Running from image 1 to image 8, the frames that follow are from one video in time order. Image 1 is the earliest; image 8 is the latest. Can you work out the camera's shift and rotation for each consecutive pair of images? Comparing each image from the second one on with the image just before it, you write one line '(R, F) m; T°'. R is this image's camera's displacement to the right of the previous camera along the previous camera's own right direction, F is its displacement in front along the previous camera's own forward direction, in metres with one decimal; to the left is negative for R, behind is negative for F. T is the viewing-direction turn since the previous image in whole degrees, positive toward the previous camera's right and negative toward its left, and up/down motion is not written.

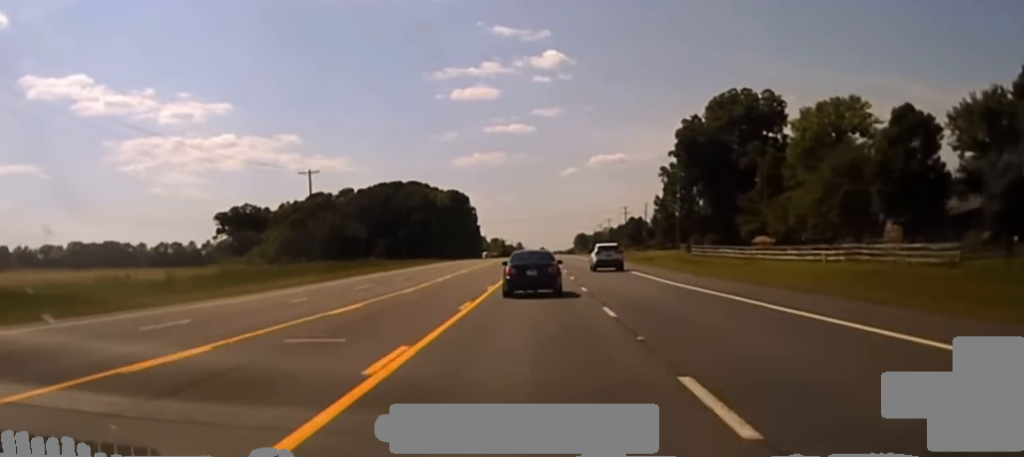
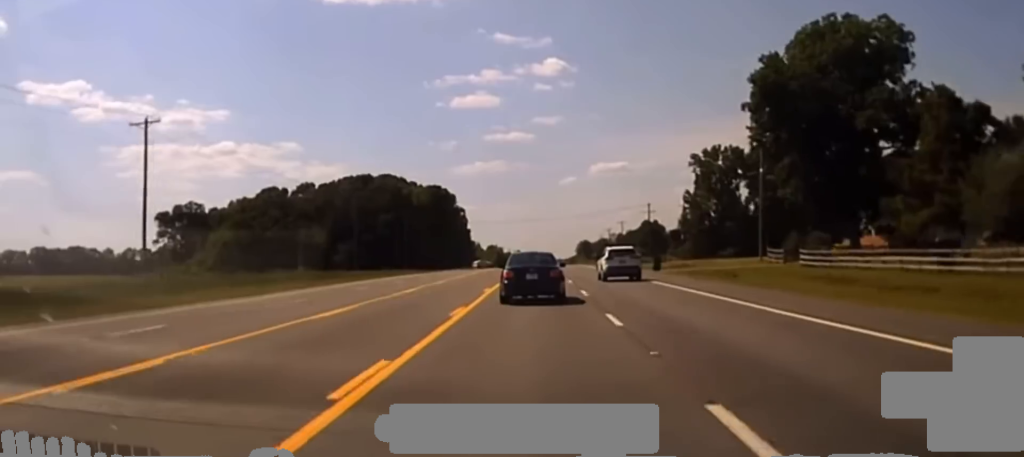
(-0.3, +50.8) m; -1°
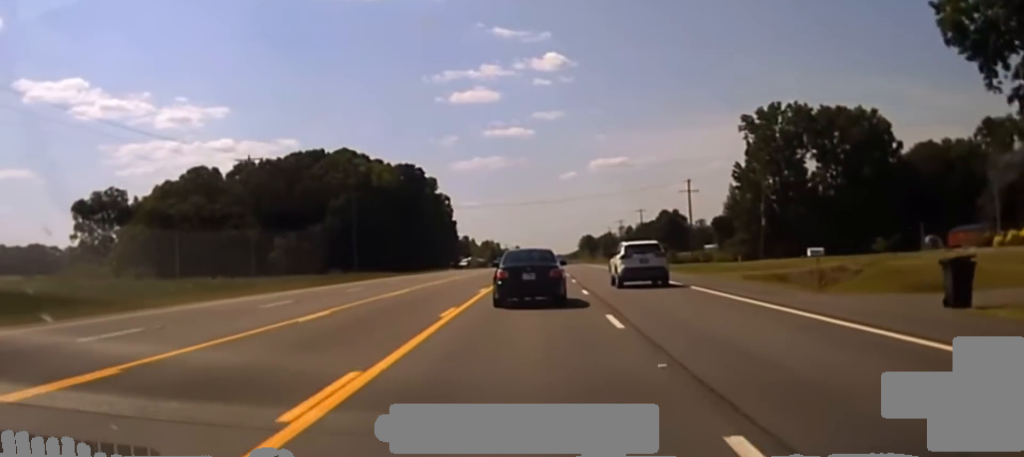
(0.0, +46.6) m; 0°
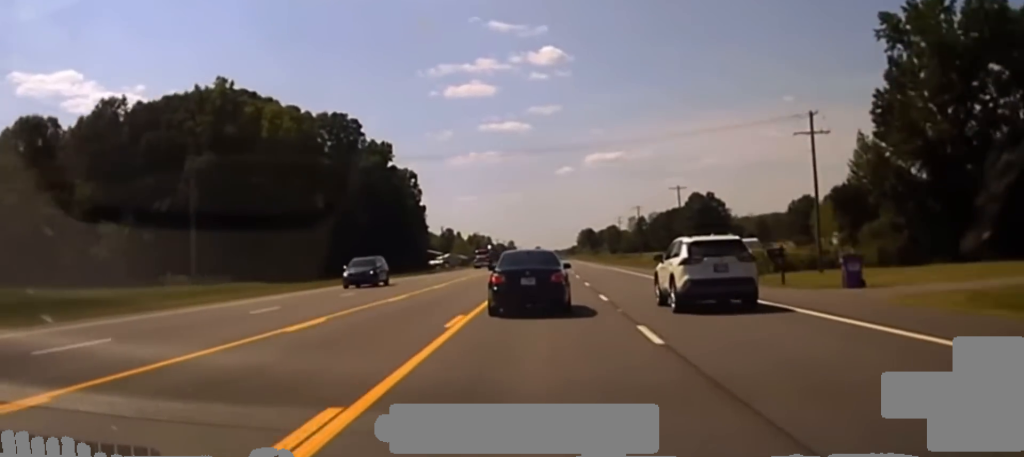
(+0.3, +56.2) m; 0°
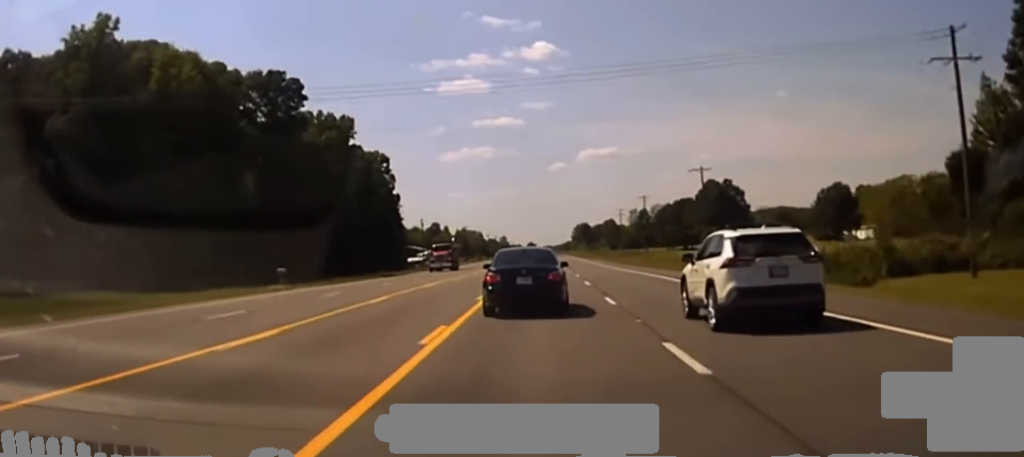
(0.0, +25.4) m; 0°
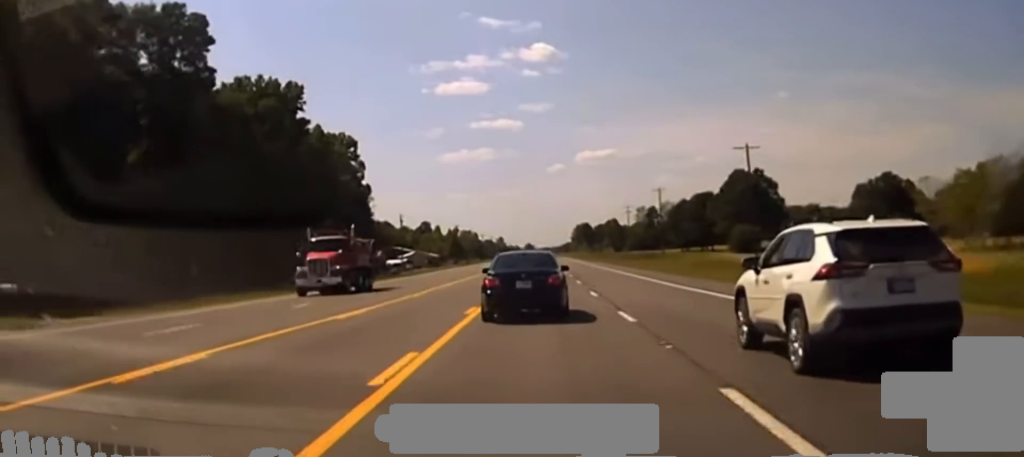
(0.0, +30.1) m; 0°
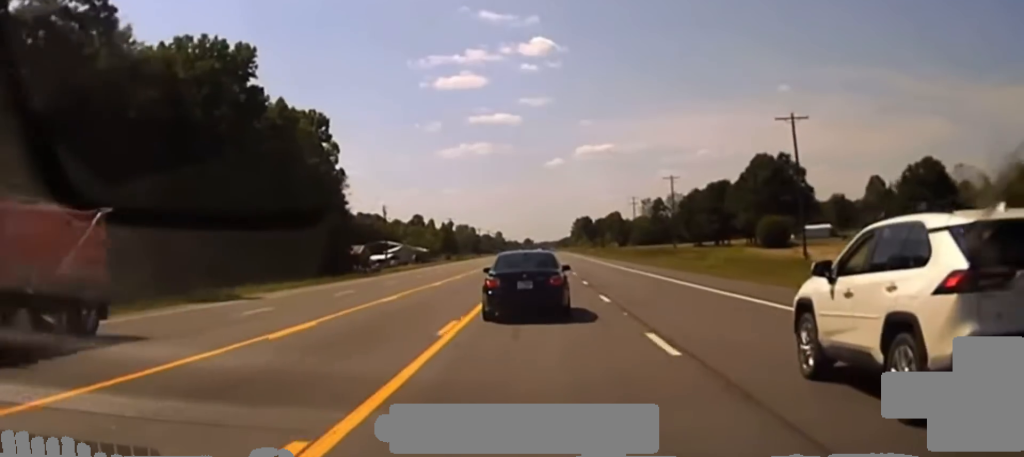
(-0.1, +20.7) m; 0°
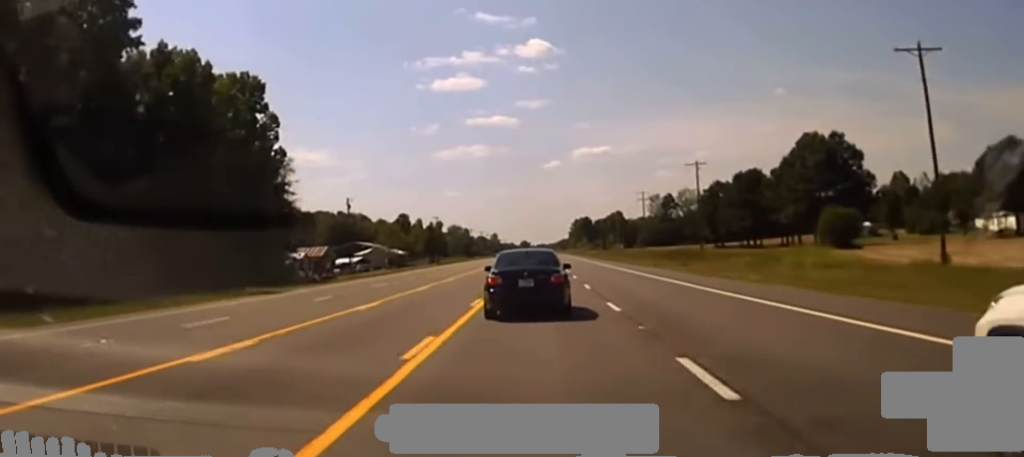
(+0.3, +30.5) m; 0°
